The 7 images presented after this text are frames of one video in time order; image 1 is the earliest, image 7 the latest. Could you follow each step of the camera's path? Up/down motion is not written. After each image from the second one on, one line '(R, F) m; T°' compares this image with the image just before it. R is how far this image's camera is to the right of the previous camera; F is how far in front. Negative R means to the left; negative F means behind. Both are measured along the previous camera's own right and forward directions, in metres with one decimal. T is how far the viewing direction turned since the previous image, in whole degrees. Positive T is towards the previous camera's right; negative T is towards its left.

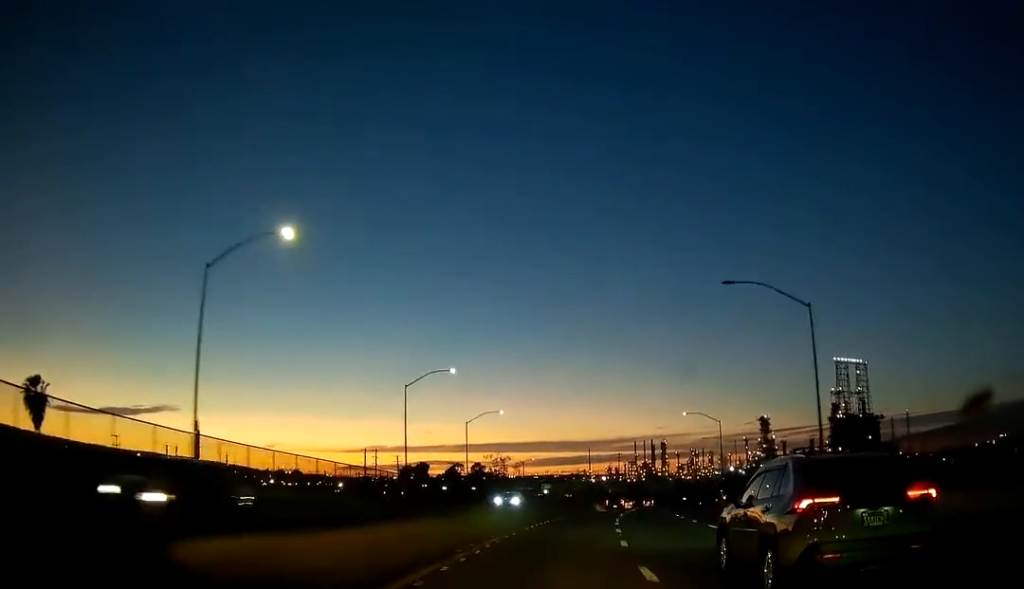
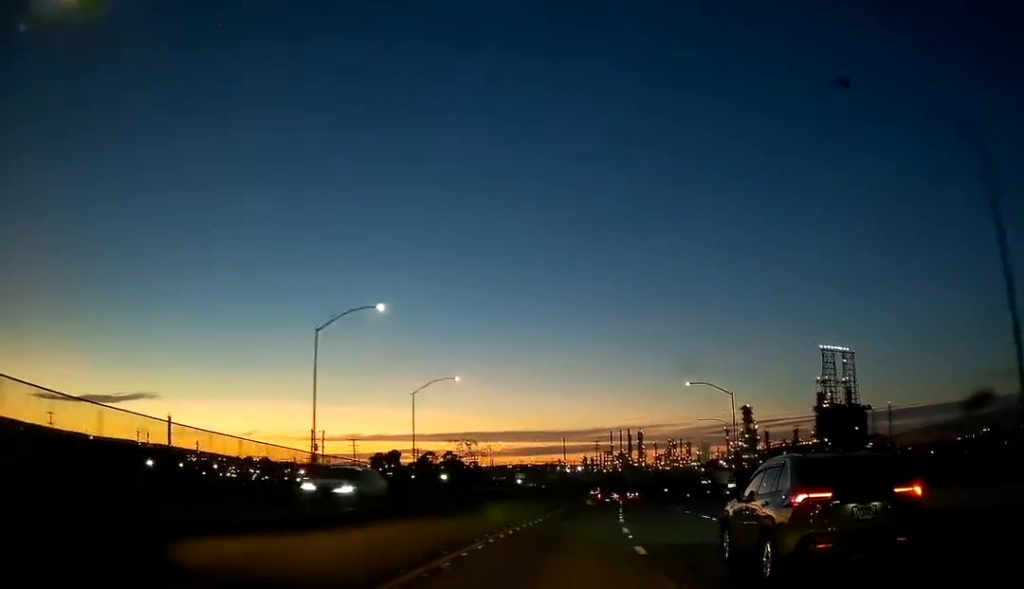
(0.0, +18.4) m; +1°
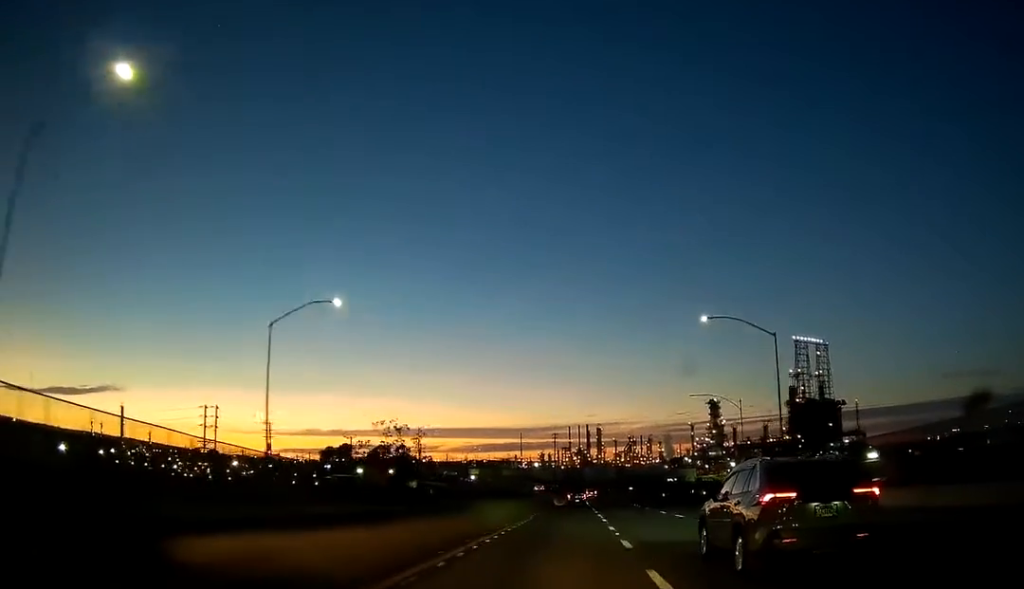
(+0.9, +26.5) m; +4°
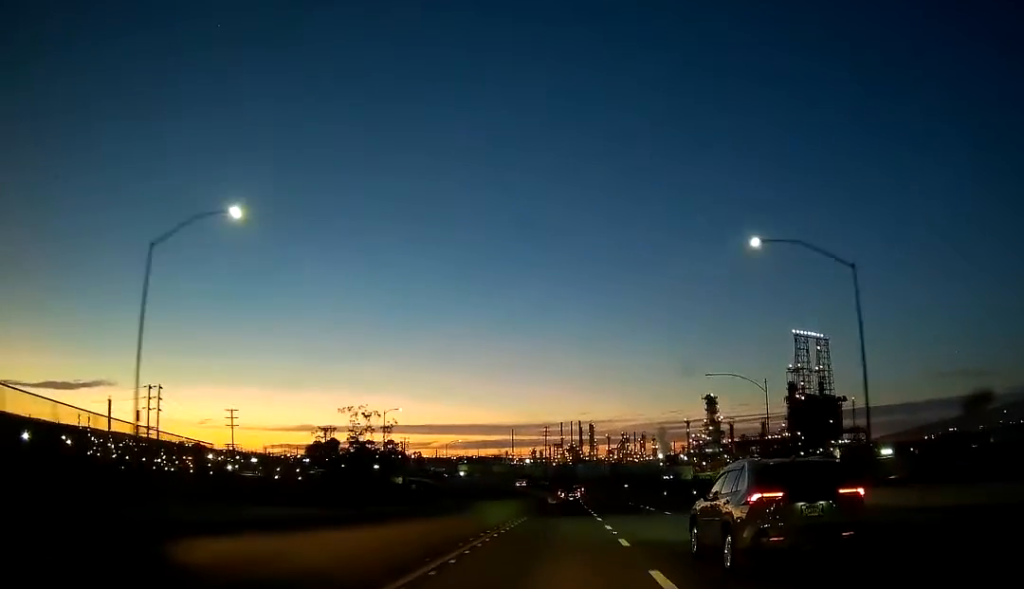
(+0.4, +14.1) m; +2°
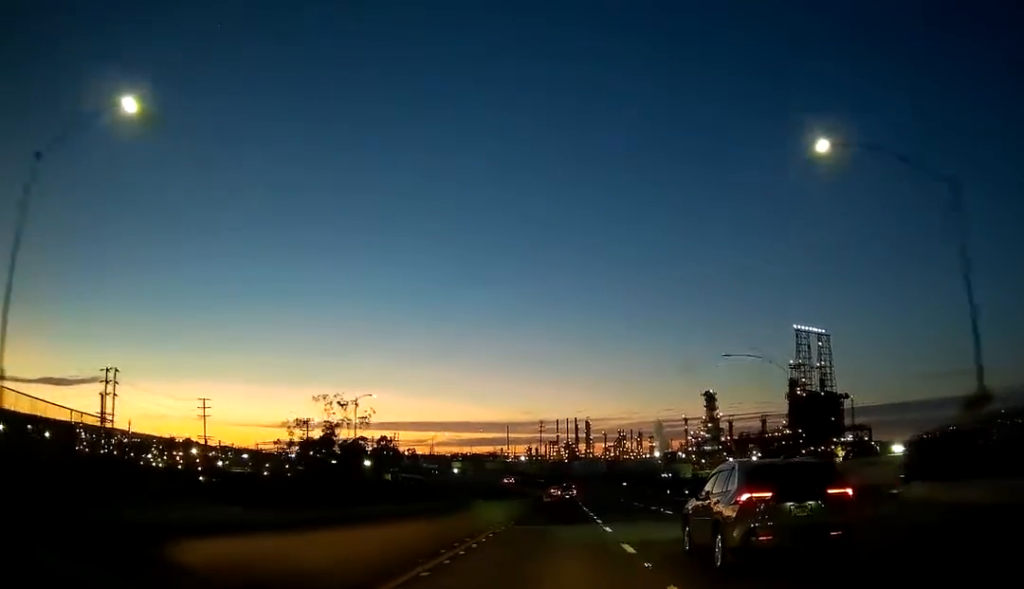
(-0.1, +9.1) m; 0°
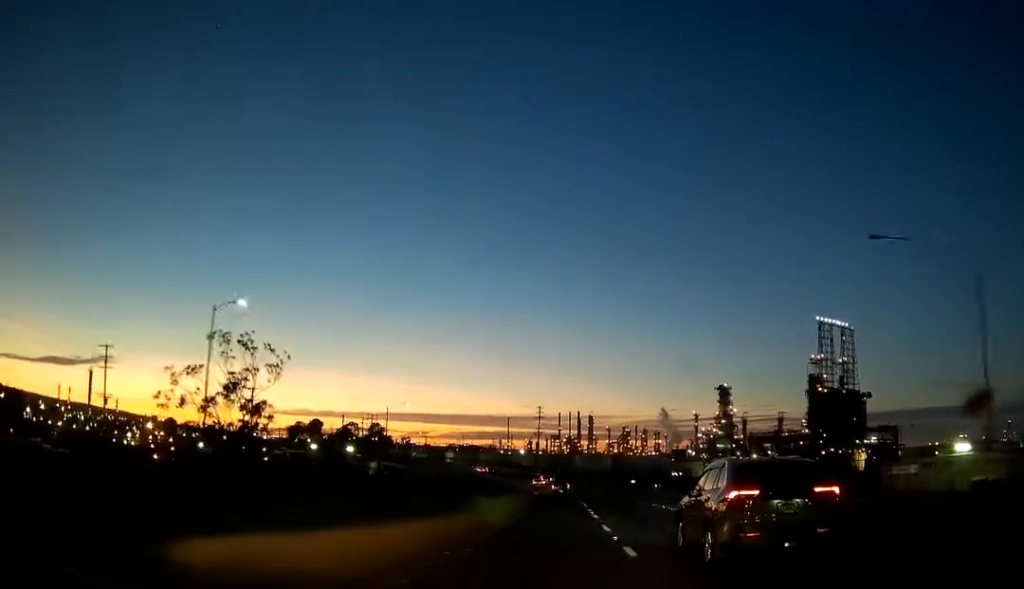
(+0.4, +29.6) m; 0°
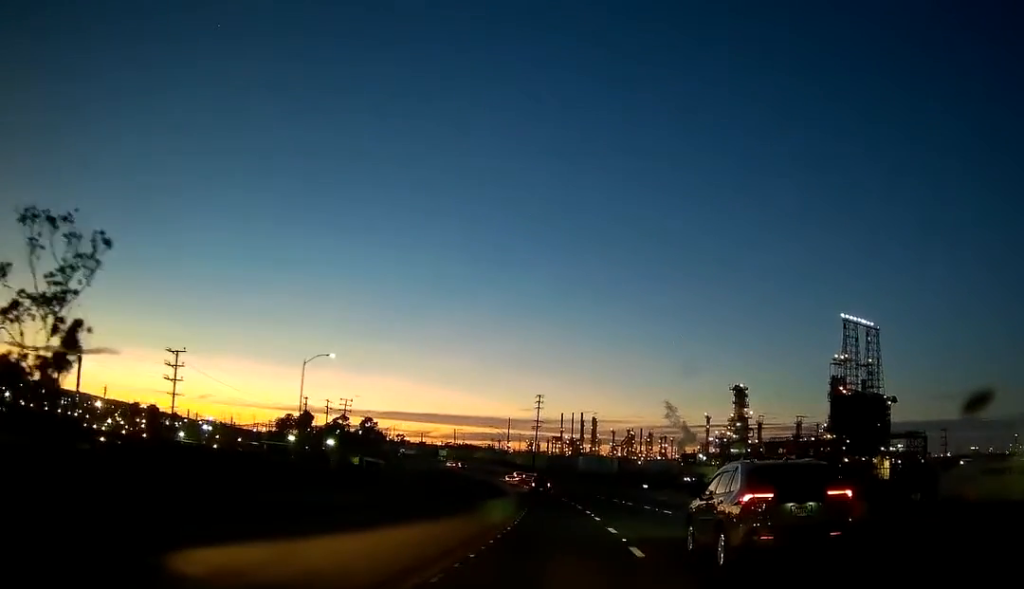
(-0.4, +28.5) m; 0°
